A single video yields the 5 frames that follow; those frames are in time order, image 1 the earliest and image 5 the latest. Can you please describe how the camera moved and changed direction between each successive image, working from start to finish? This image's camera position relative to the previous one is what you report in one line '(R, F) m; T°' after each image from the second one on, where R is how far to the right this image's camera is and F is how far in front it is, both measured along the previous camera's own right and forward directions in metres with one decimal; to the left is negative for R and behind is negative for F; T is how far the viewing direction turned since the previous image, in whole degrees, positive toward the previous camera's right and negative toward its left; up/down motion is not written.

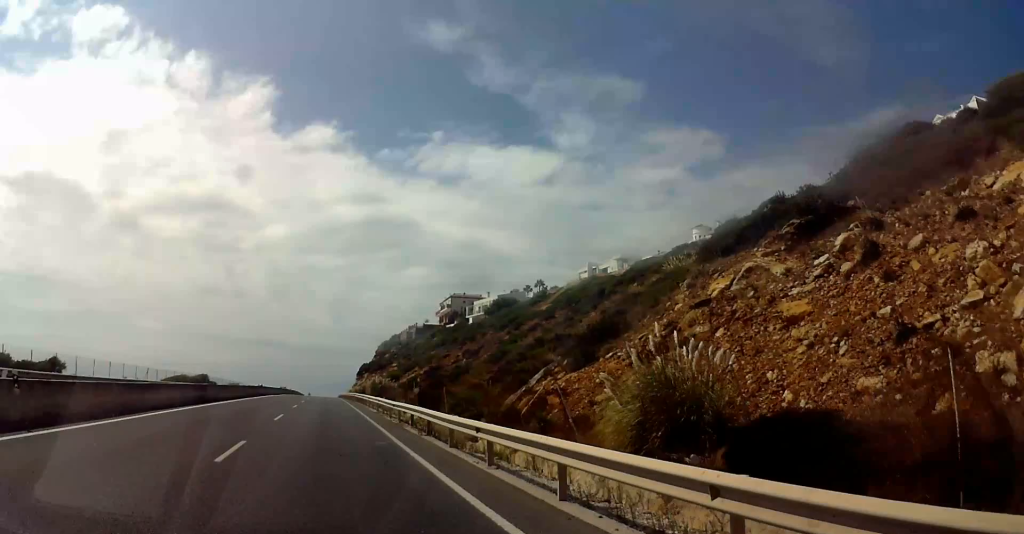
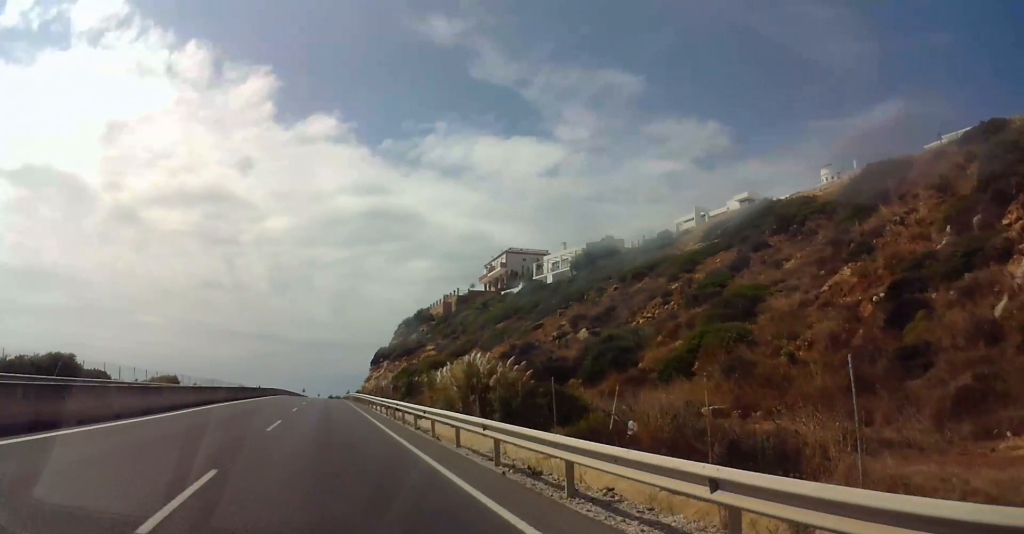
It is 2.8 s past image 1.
(+1.0, +56.1) m; +2°
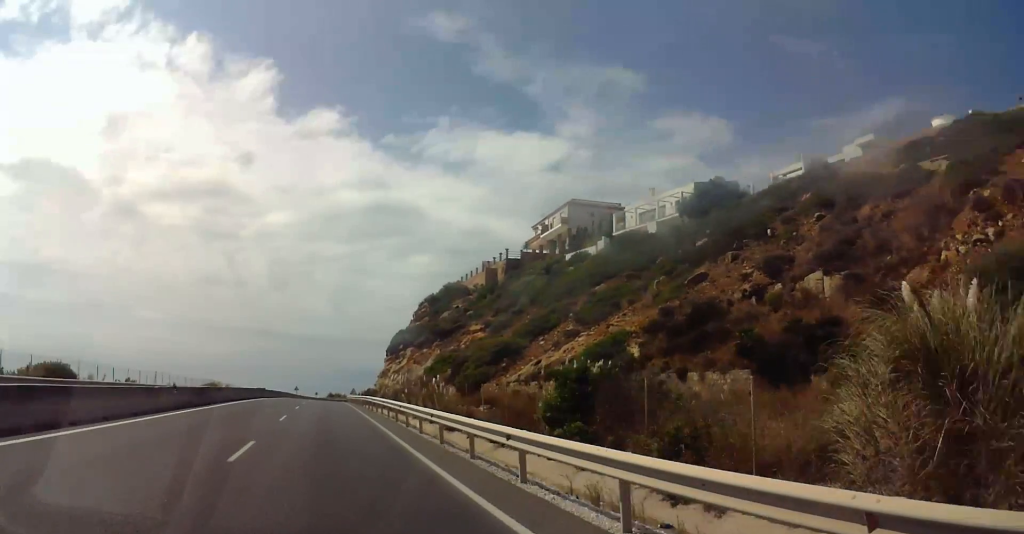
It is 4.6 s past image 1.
(-0.2, +34.5) m; -1°
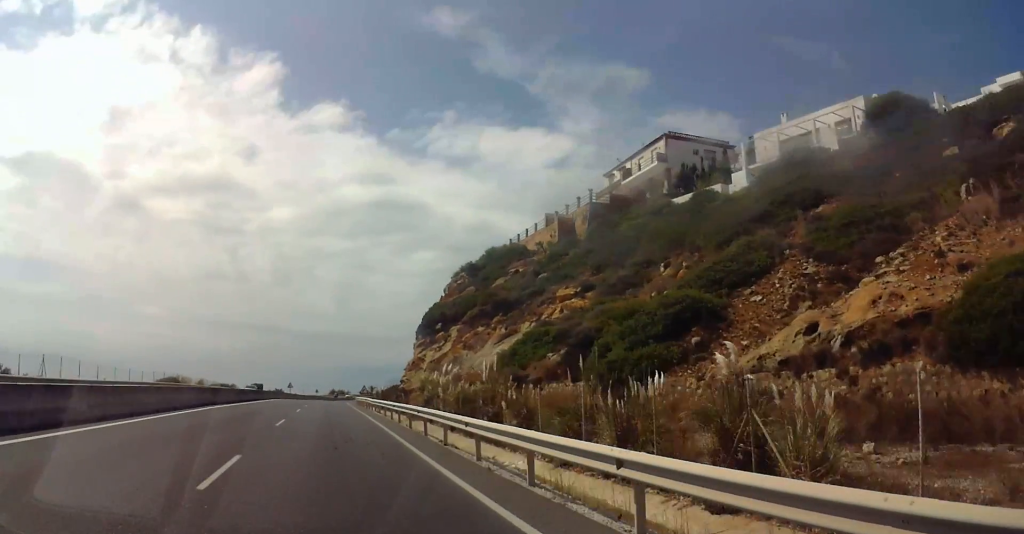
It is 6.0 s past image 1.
(0.0, +28.6) m; 0°
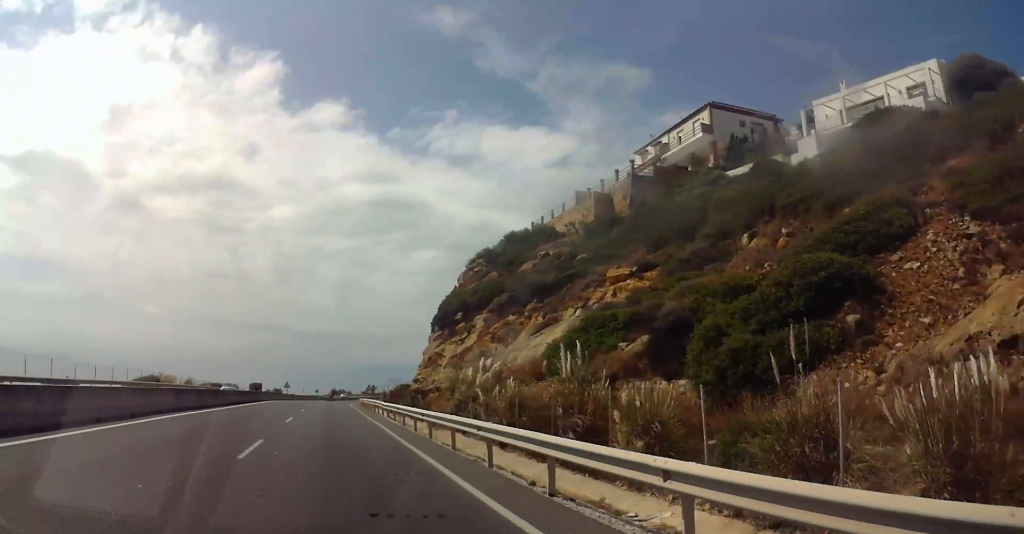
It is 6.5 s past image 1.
(0.0, +9.2) m; 0°
